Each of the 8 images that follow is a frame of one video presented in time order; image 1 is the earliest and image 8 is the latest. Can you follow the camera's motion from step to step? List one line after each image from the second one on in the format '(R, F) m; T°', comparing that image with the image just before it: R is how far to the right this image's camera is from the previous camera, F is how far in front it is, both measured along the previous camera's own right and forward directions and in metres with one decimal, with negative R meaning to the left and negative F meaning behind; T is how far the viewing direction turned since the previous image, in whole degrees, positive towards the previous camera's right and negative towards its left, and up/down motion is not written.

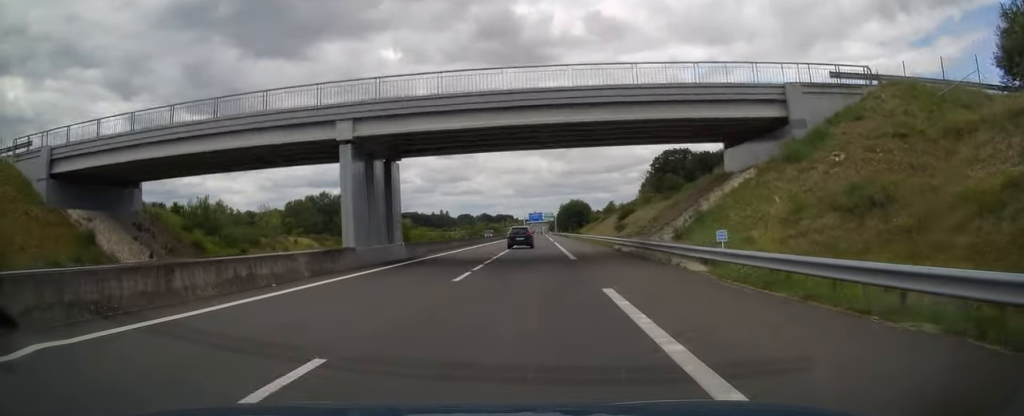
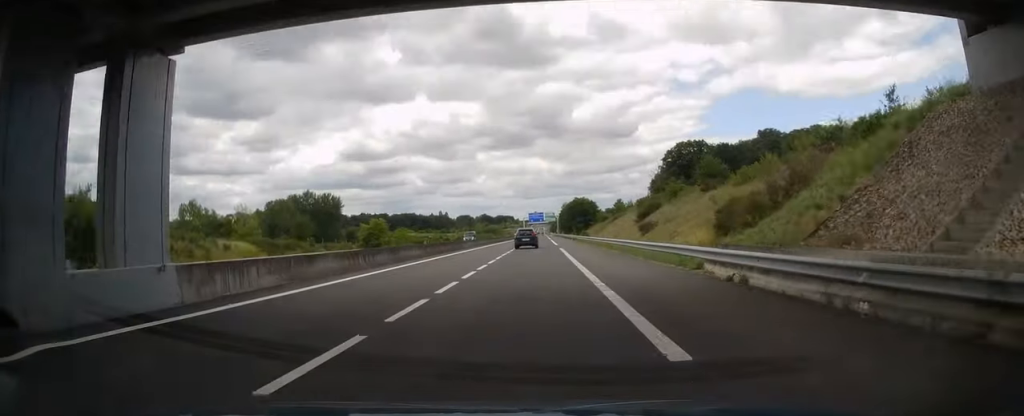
(+0.3, +20.1) m; 0°
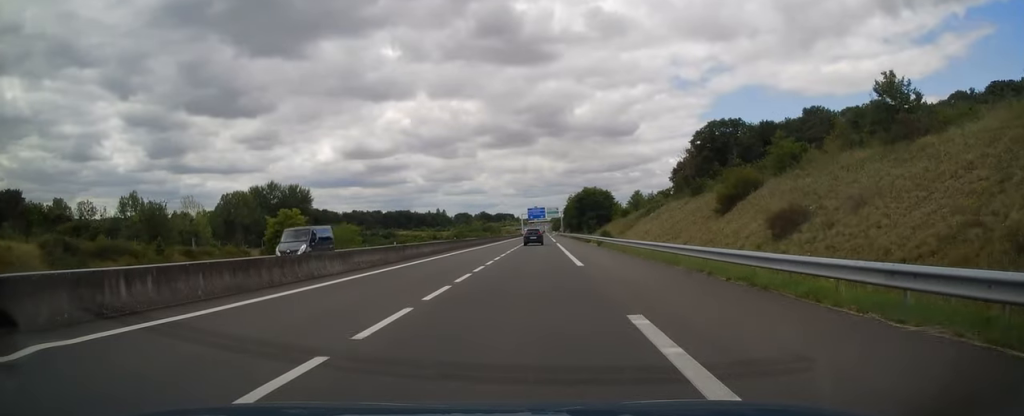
(-0.6, +35.7) m; -1°
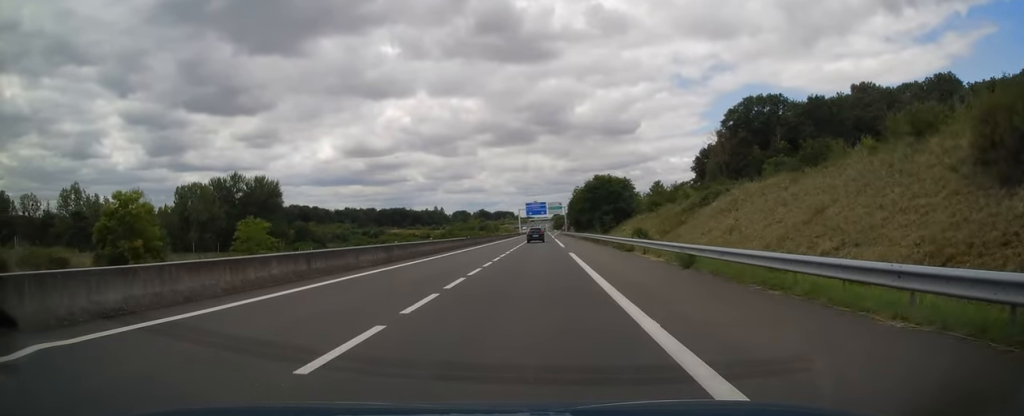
(+0.1, +27.9) m; +1°
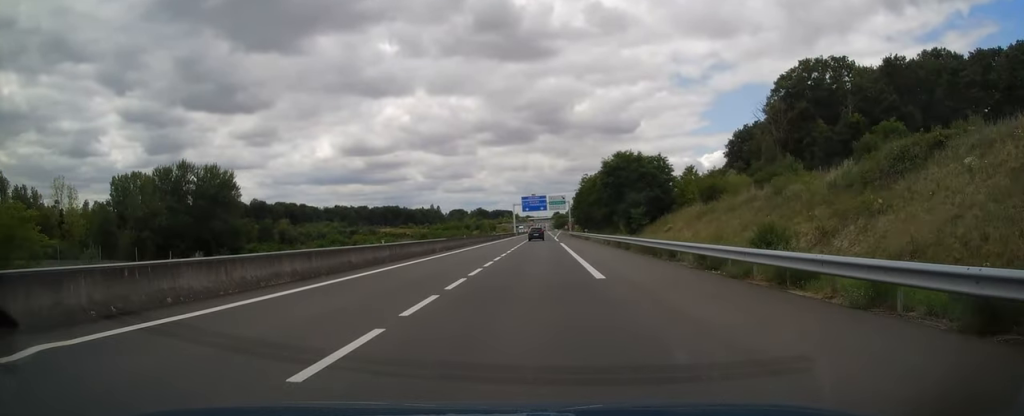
(+0.2, +30.4) m; 0°
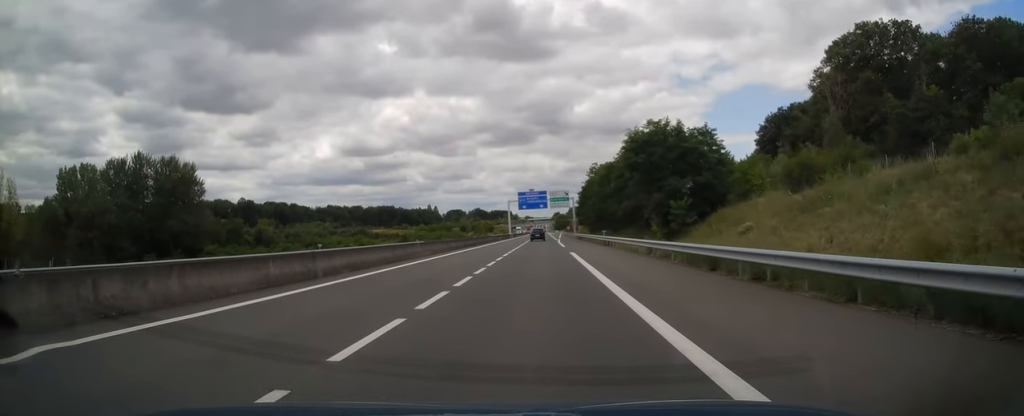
(-0.2, +20.6) m; -1°
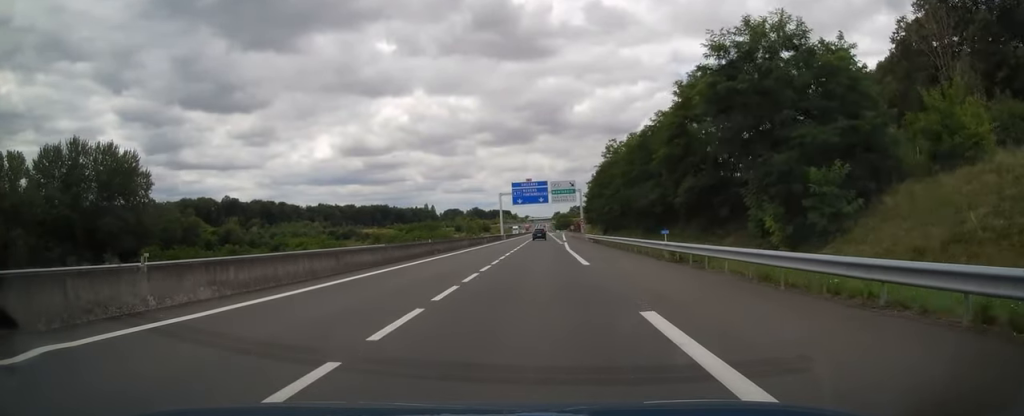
(0.0, +24.5) m; +1°
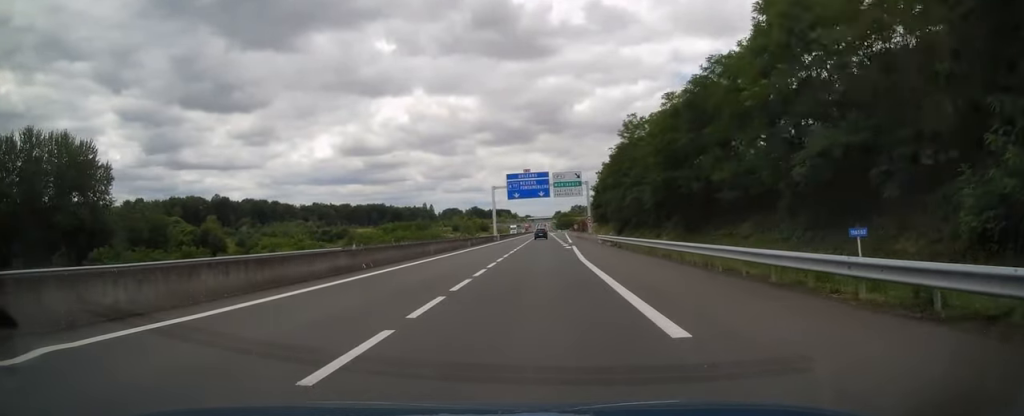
(+0.1, +15.2) m; 0°
